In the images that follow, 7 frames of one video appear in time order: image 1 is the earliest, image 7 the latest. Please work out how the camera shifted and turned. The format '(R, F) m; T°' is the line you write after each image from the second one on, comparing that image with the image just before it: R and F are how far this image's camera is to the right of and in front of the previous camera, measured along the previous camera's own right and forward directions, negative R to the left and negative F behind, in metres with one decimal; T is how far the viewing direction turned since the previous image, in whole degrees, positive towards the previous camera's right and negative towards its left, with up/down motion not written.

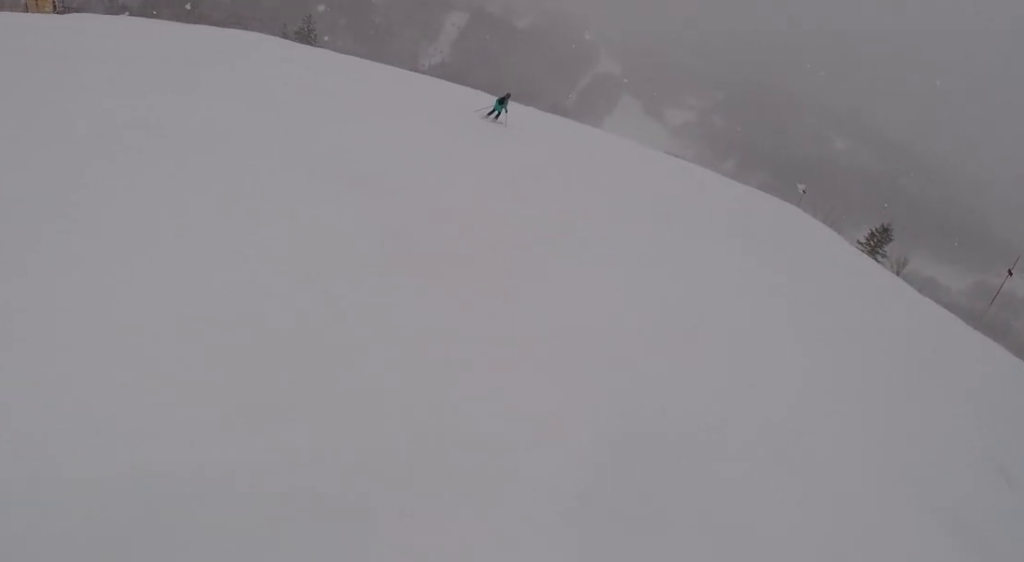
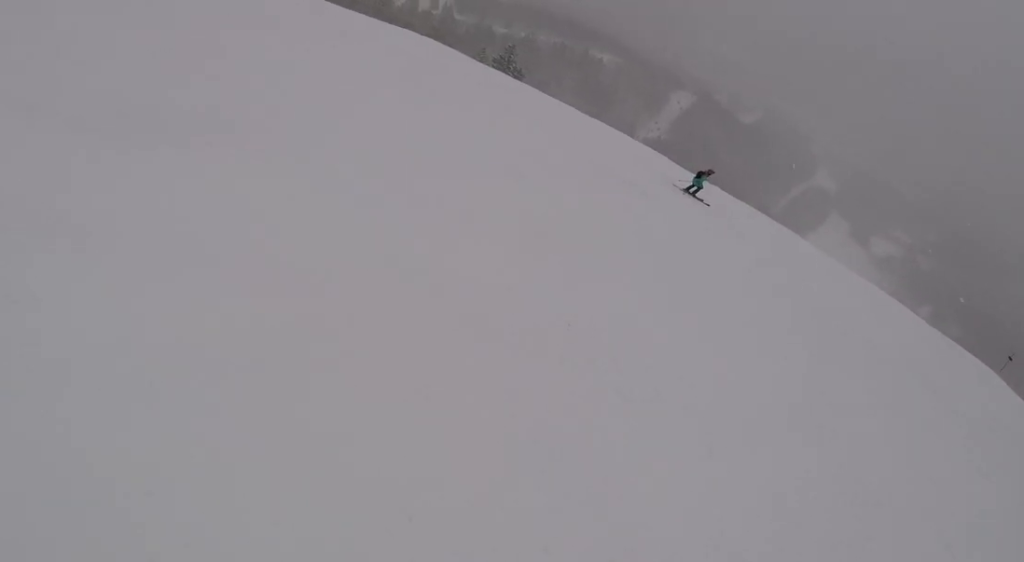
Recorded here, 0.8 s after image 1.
(-1.4, +5.2) m; -28°
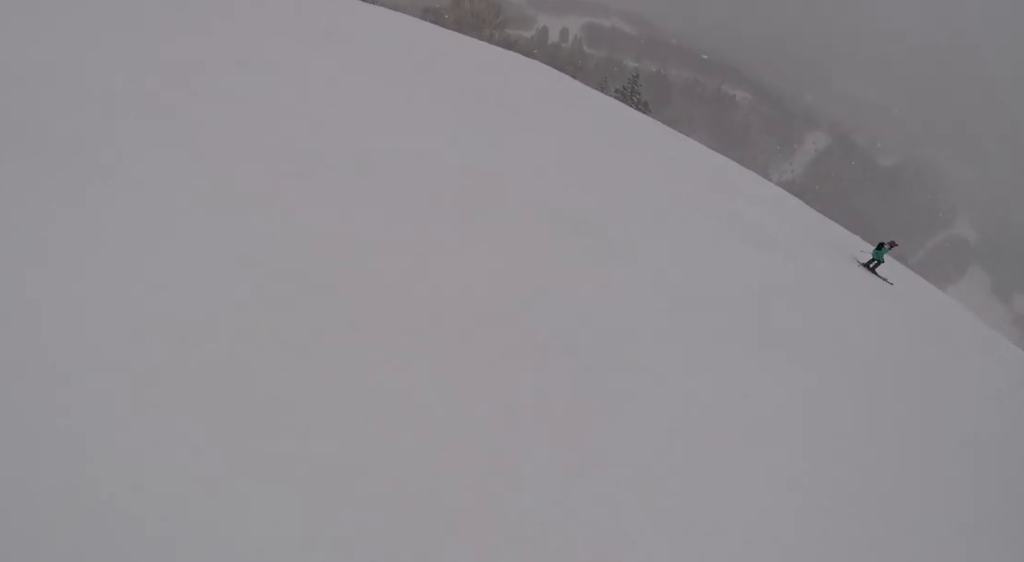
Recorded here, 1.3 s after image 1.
(-1.0, +3.4) m; -11°
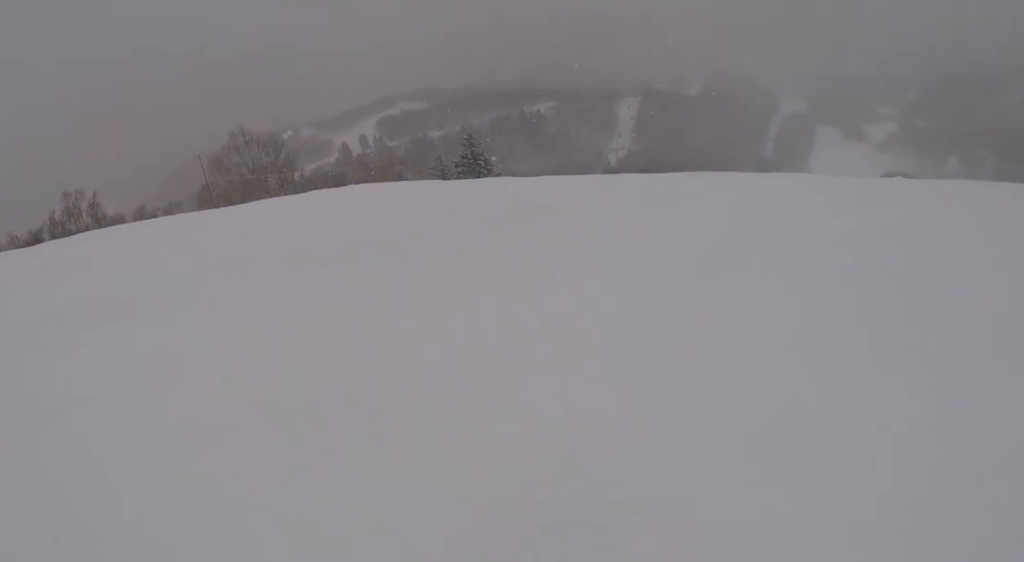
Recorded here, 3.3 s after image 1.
(+2.3, +13.7) m; +35°
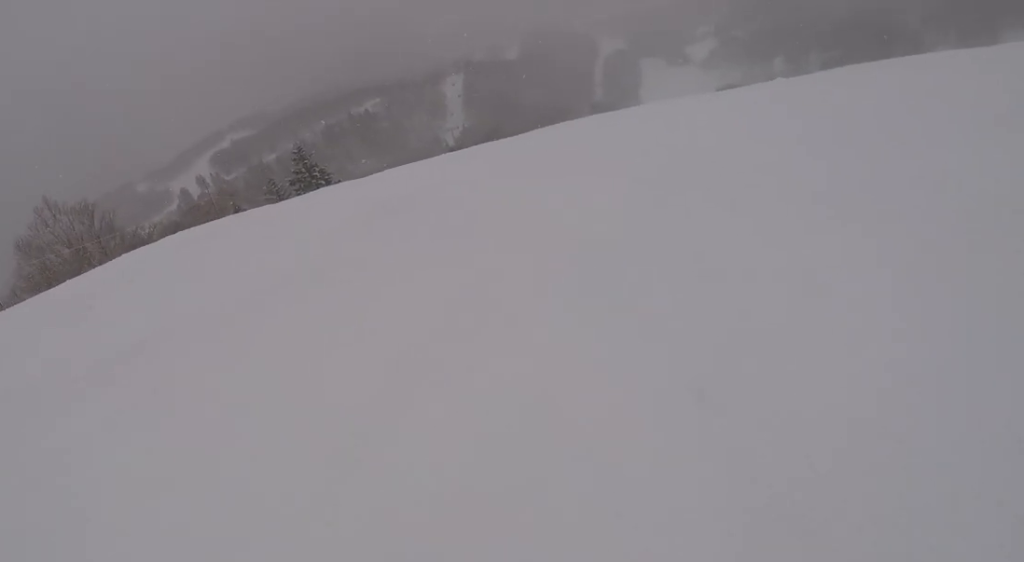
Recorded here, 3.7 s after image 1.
(+0.4, +3.1) m; +12°
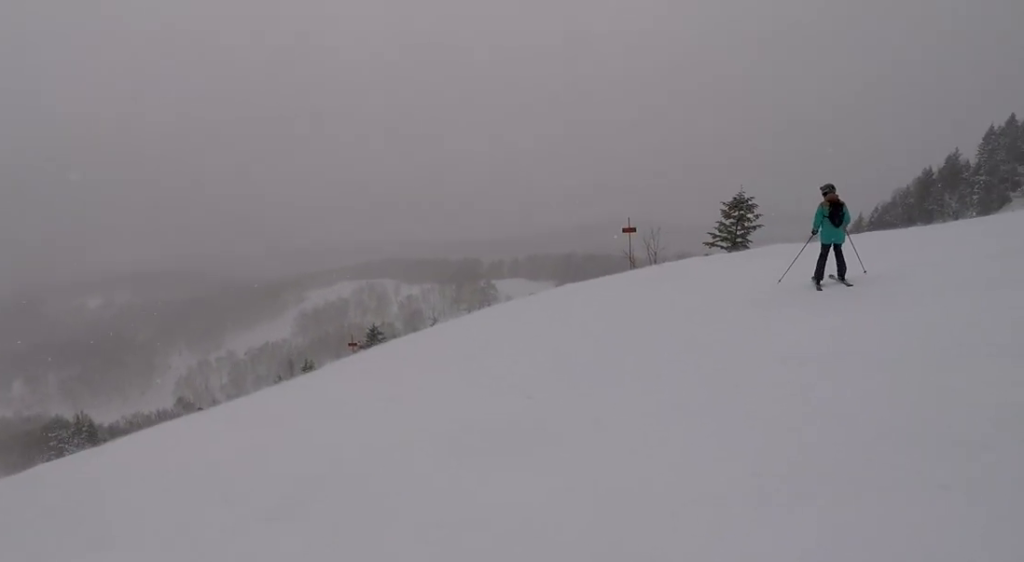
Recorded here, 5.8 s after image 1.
(+5.9, +11.3) m; +54°
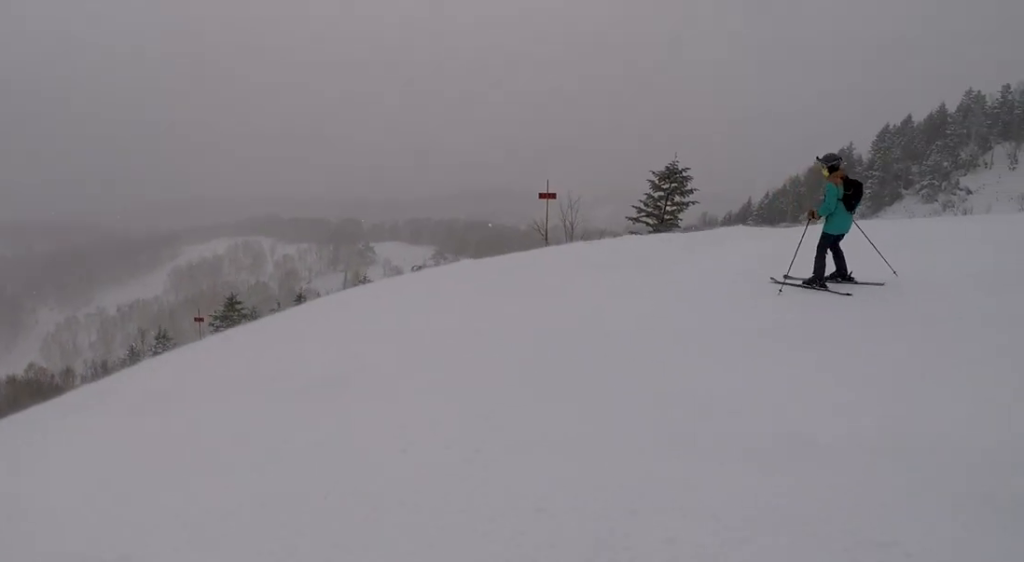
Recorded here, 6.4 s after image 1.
(+0.7, +3.3) m; +8°
